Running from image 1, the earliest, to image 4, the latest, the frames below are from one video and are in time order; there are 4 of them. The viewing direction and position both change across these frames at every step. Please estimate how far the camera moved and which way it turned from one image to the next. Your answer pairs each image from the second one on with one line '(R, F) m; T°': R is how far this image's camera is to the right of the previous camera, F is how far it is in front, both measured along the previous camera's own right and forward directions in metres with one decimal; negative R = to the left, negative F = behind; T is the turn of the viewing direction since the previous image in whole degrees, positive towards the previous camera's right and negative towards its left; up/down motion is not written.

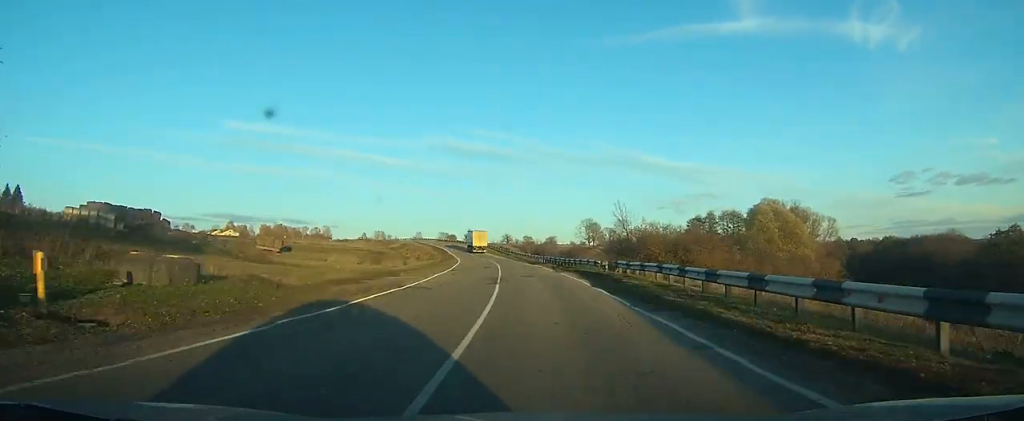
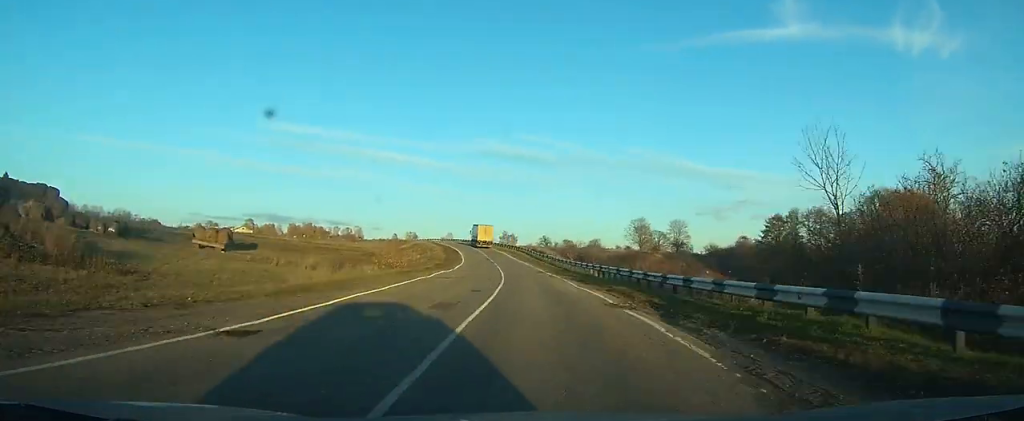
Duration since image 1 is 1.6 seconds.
(-0.7, +30.3) m; -3°
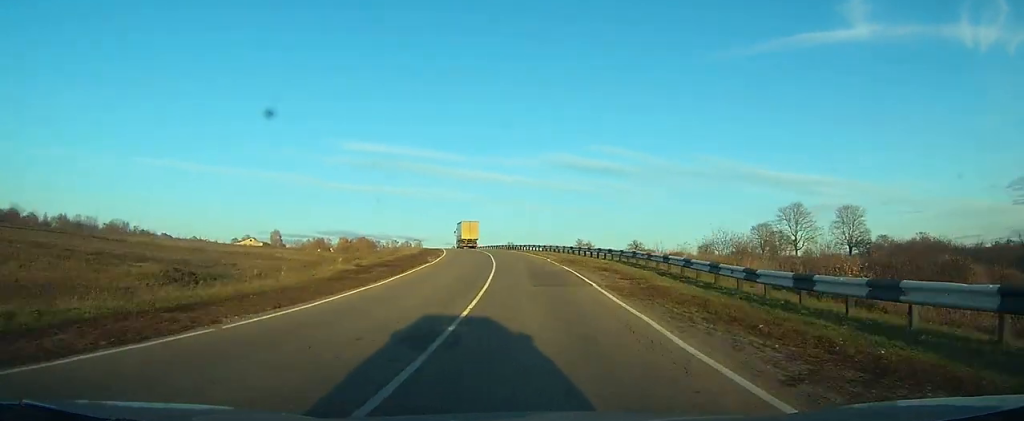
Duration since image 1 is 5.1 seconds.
(-4.6, +68.2) m; -9°
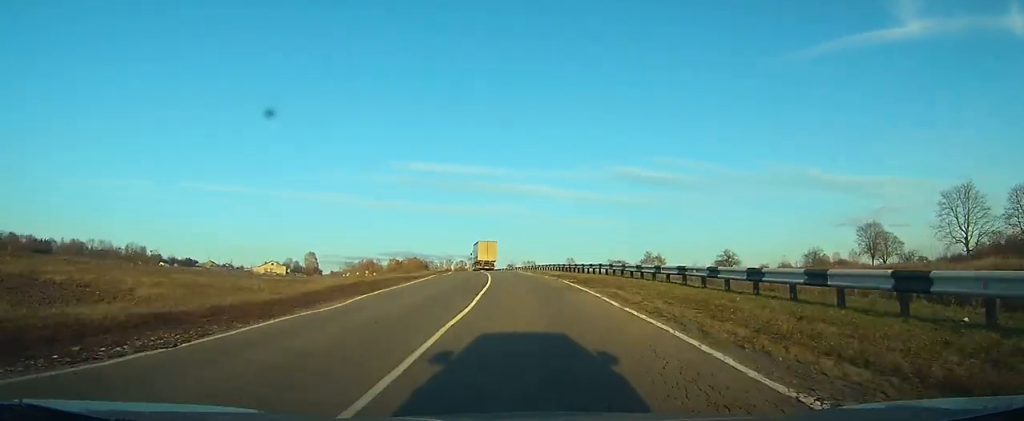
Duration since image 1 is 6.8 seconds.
(-1.3, +32.2) m; -5°
